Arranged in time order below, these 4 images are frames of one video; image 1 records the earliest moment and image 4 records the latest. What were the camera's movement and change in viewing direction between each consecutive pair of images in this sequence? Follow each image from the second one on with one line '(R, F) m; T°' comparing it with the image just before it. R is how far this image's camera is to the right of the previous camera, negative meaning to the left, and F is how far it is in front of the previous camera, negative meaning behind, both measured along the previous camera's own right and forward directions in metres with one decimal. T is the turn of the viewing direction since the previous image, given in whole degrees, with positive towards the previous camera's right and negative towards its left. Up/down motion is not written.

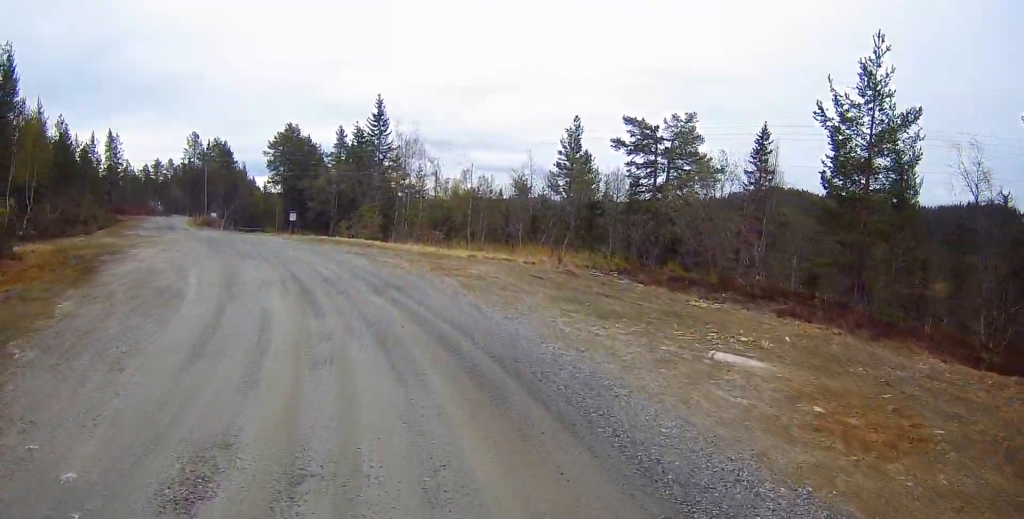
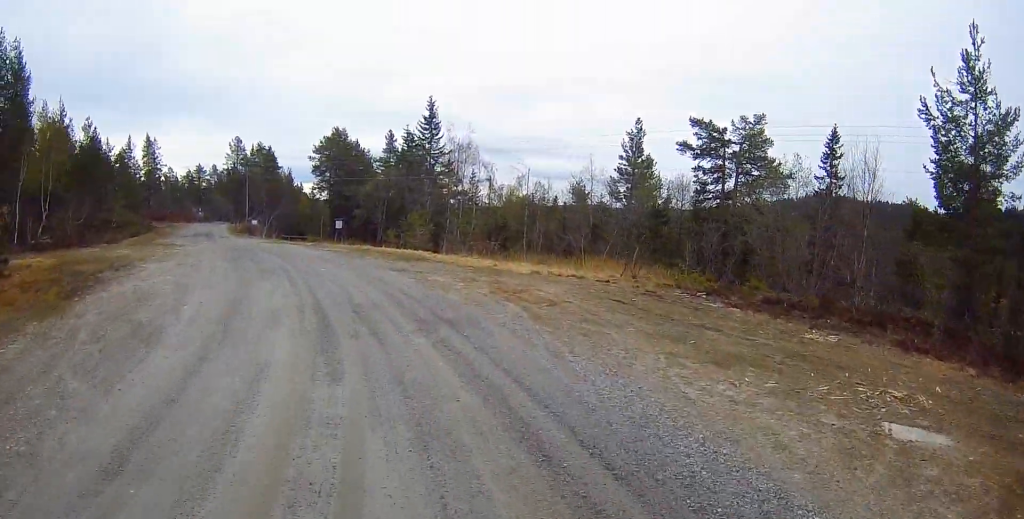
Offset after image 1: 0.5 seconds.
(0.0, +3.2) m; -5°
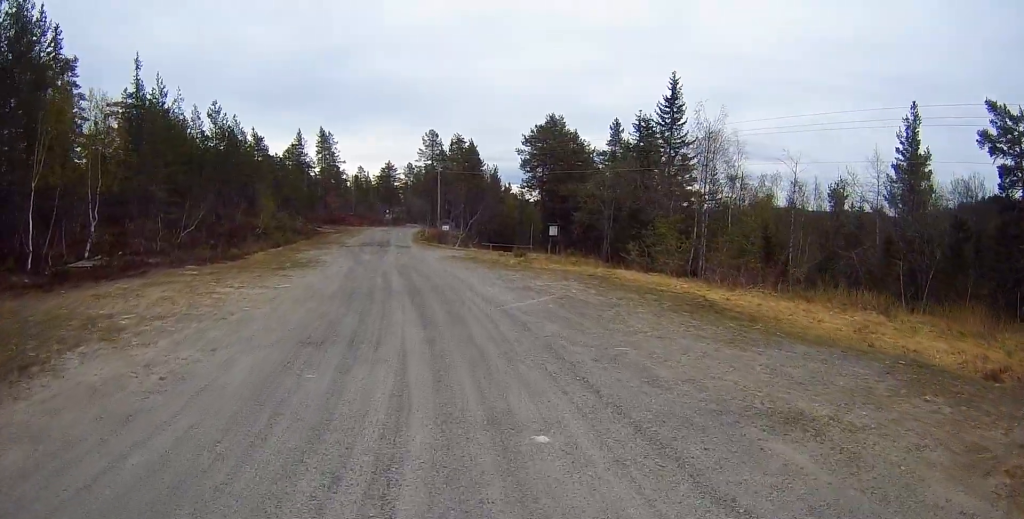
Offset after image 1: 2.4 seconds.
(-1.9, +13.9) m; -14°
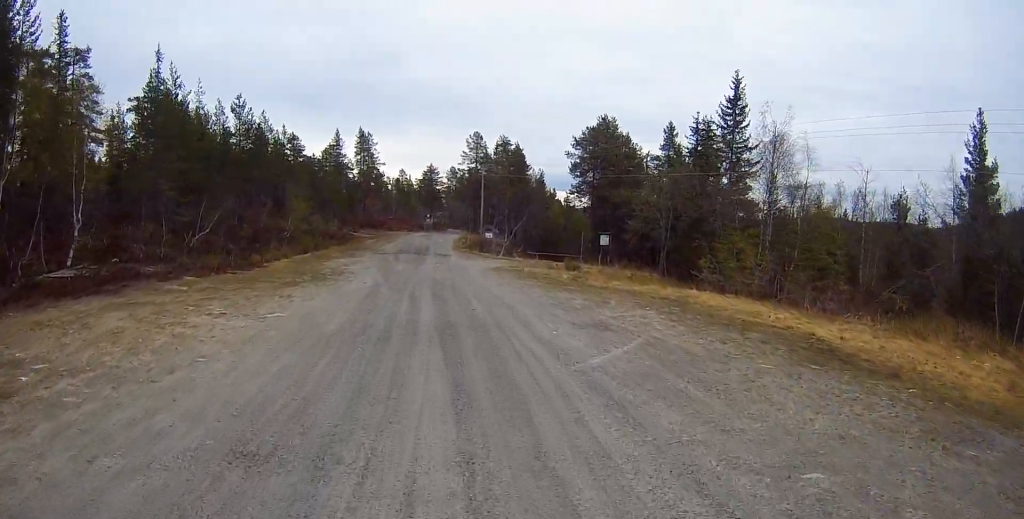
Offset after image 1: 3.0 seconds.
(-0.2, +4.5) m; -4°
